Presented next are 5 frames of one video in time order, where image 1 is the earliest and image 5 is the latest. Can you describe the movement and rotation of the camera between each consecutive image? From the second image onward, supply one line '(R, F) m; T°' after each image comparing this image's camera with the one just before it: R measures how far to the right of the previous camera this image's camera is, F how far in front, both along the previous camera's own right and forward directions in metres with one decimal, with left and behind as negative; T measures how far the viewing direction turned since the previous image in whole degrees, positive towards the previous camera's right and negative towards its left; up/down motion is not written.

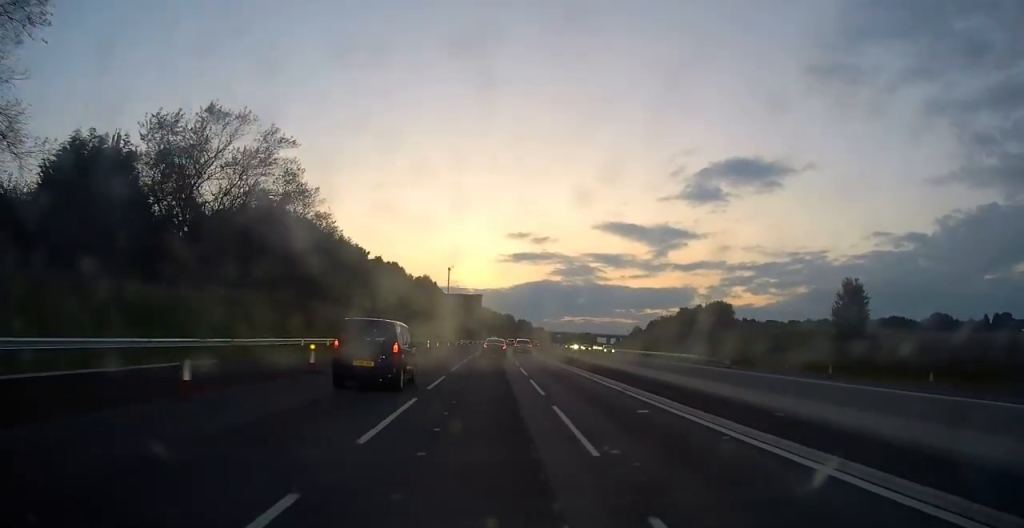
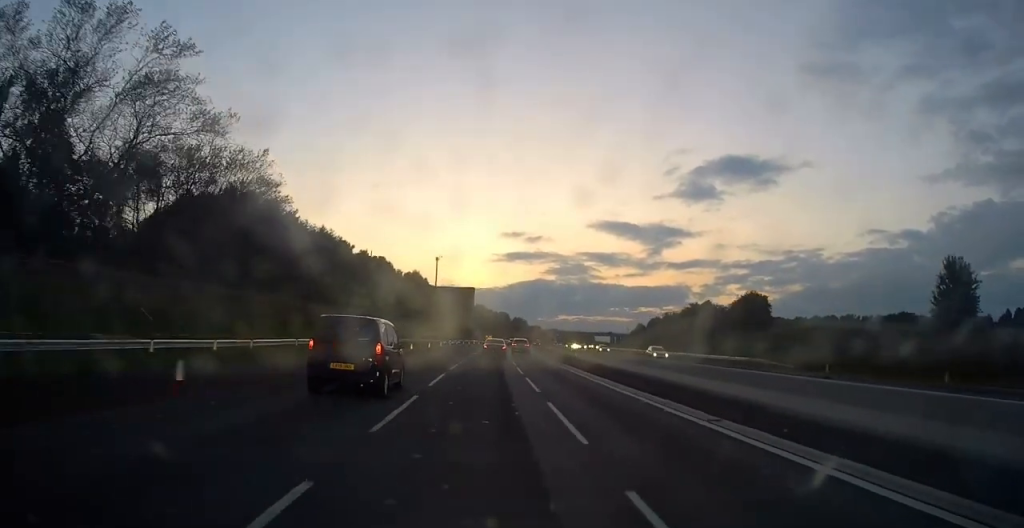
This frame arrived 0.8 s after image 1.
(0.0, +17.5) m; 0°
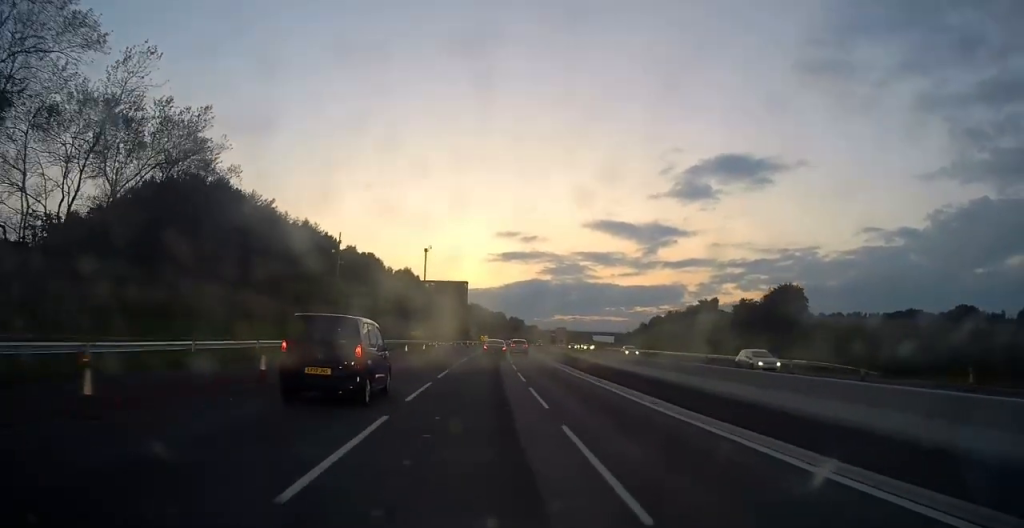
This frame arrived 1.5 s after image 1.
(0.0, +13.4) m; 0°
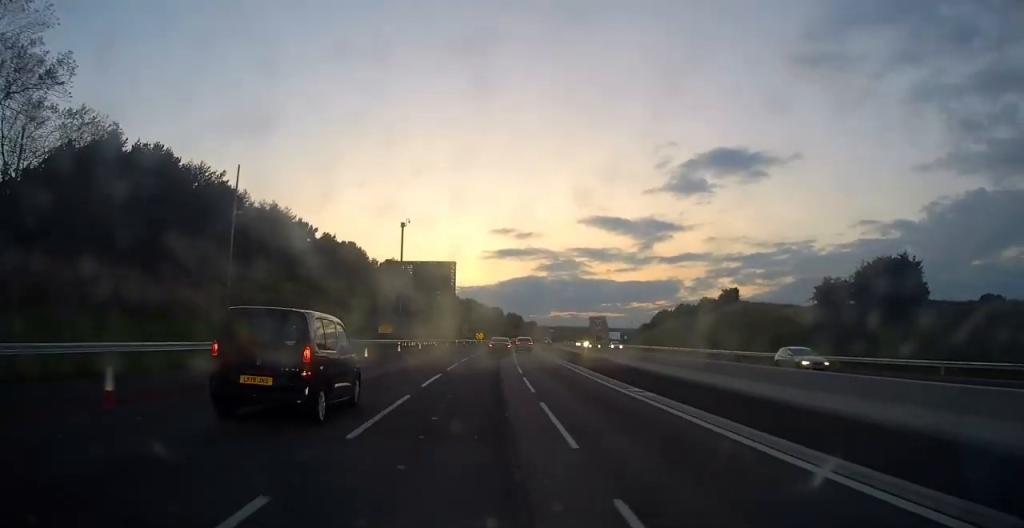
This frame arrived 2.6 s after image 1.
(-0.1, +24.0) m; 0°
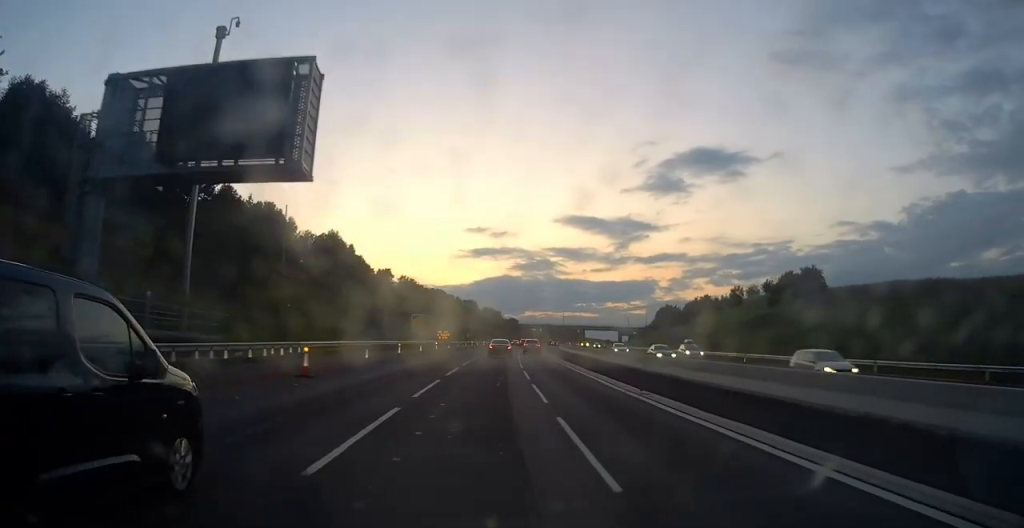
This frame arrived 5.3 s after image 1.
(+0.6, +57.5) m; +2°
